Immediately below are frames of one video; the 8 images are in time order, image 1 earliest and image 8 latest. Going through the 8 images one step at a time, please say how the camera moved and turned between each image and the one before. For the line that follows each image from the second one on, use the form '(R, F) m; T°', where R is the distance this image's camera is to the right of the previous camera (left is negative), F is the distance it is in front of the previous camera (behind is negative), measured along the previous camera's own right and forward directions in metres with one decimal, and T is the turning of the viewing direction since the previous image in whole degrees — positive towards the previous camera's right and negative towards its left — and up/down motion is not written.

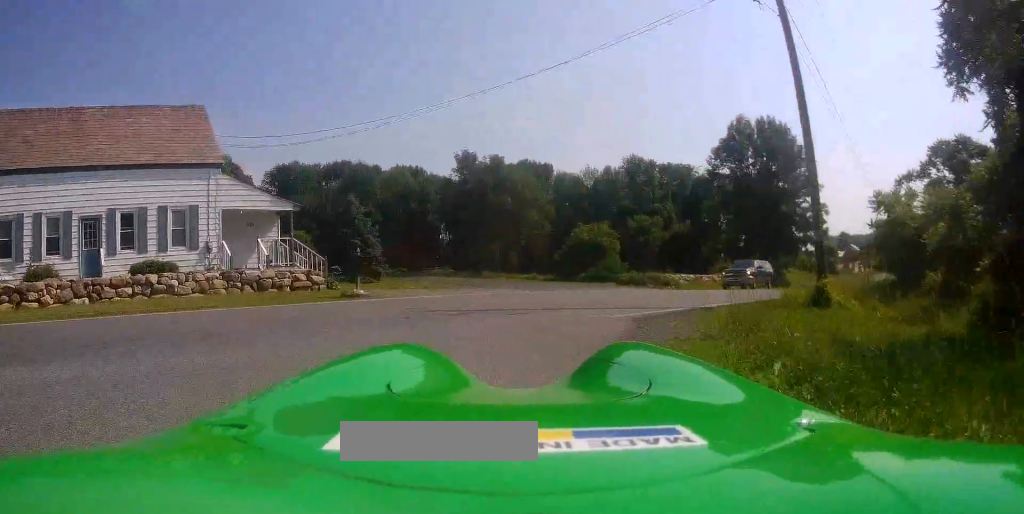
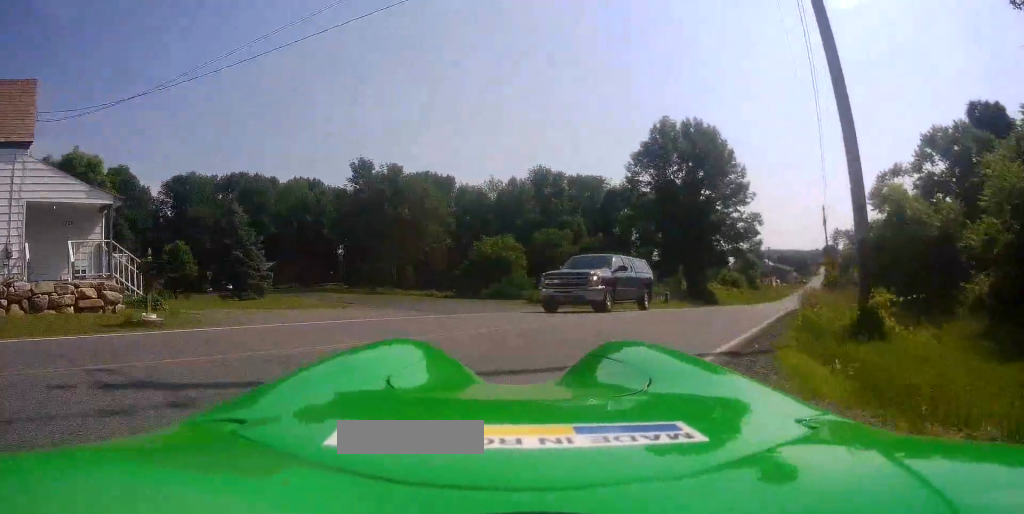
(+0.5, +6.6) m; +10°
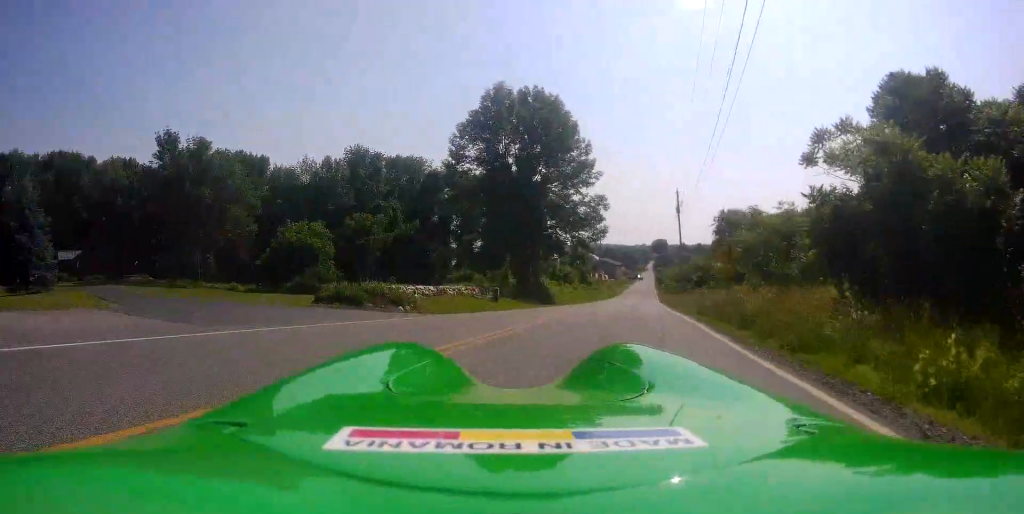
(+0.5, +8.3) m; +14°
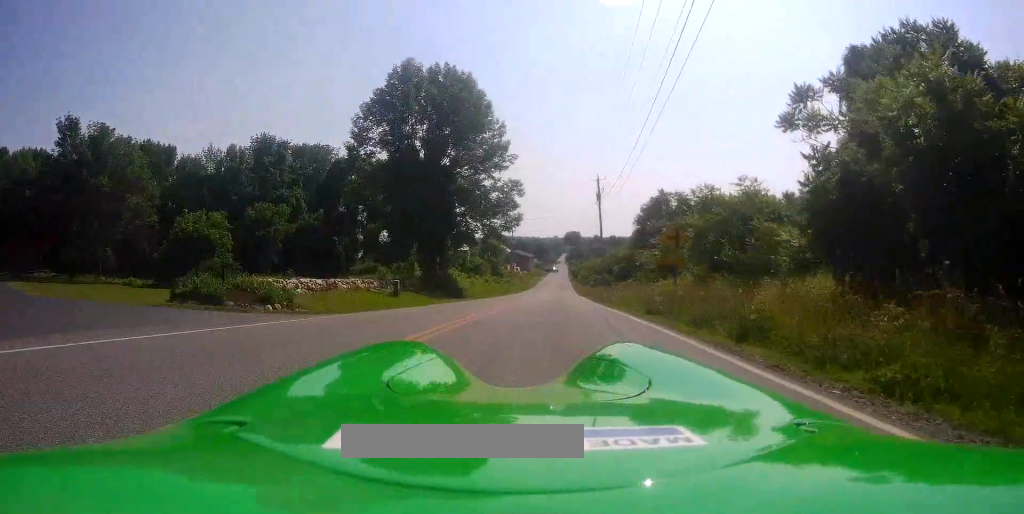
(+0.8, +4.7) m; +5°
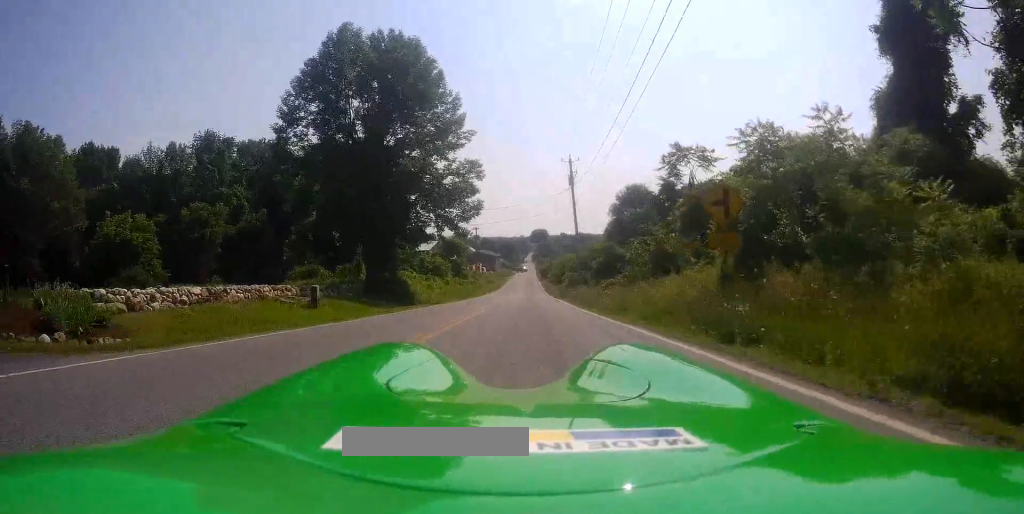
(+0.9, +8.5) m; +5°
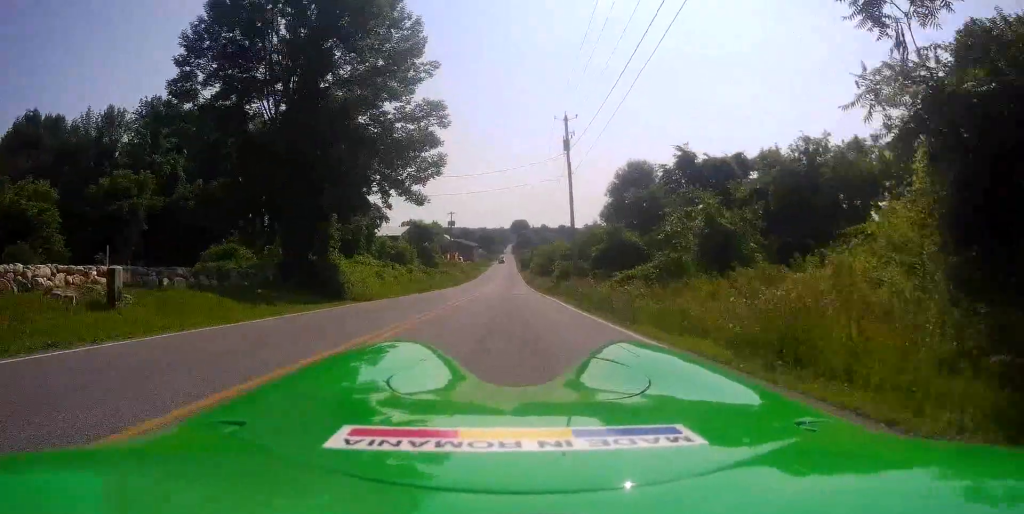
(-0.2, +13.1) m; -3°
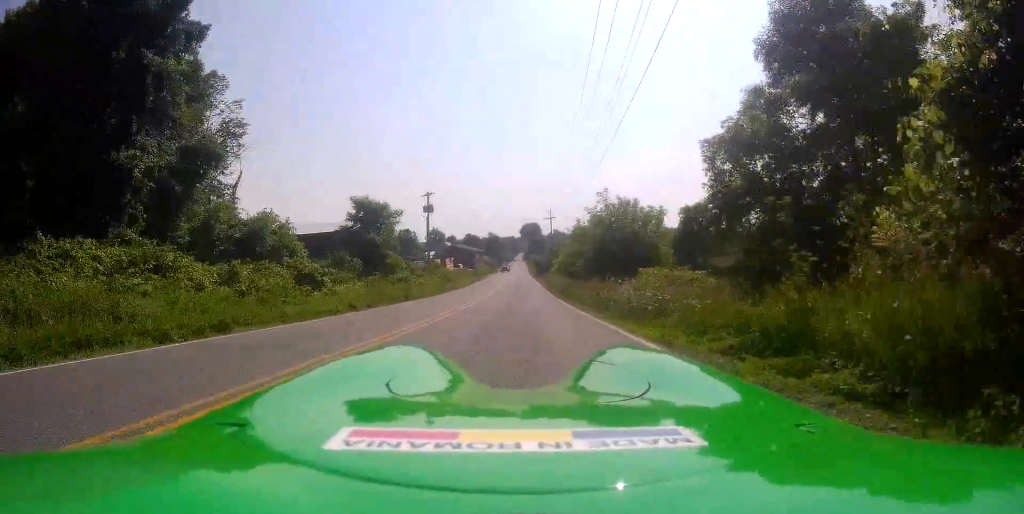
(-0.9, +41.0) m; -3°
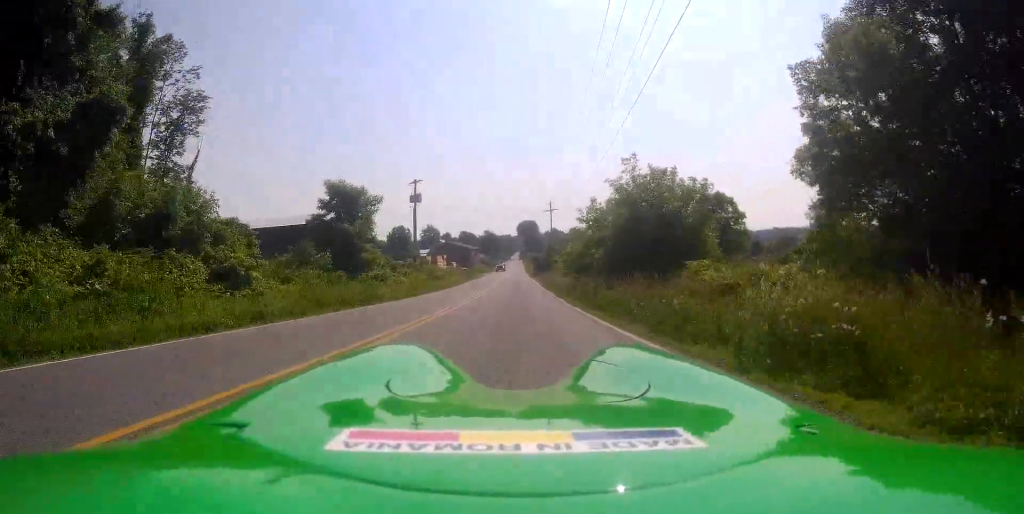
(+0.2, +7.5) m; -2°
